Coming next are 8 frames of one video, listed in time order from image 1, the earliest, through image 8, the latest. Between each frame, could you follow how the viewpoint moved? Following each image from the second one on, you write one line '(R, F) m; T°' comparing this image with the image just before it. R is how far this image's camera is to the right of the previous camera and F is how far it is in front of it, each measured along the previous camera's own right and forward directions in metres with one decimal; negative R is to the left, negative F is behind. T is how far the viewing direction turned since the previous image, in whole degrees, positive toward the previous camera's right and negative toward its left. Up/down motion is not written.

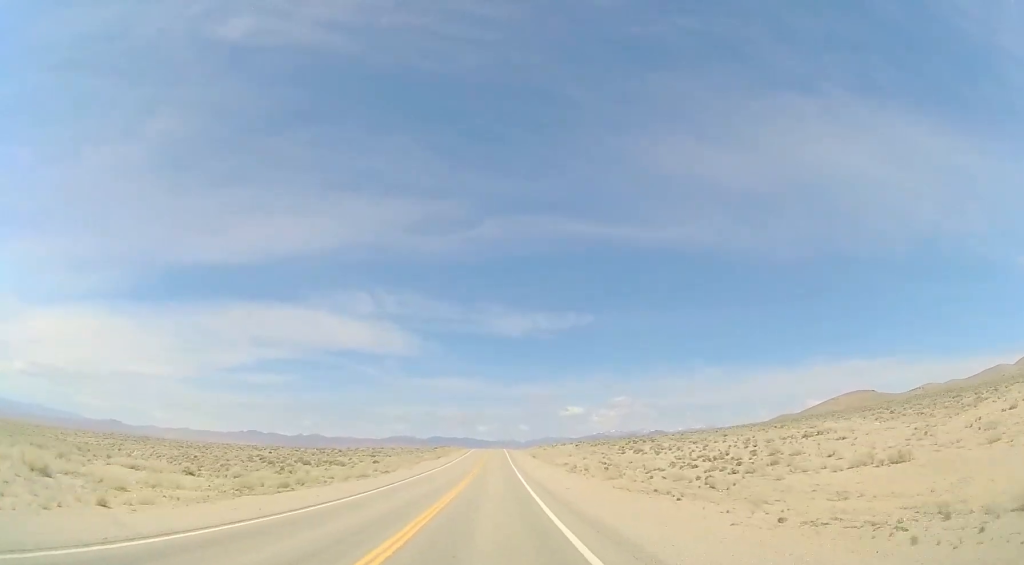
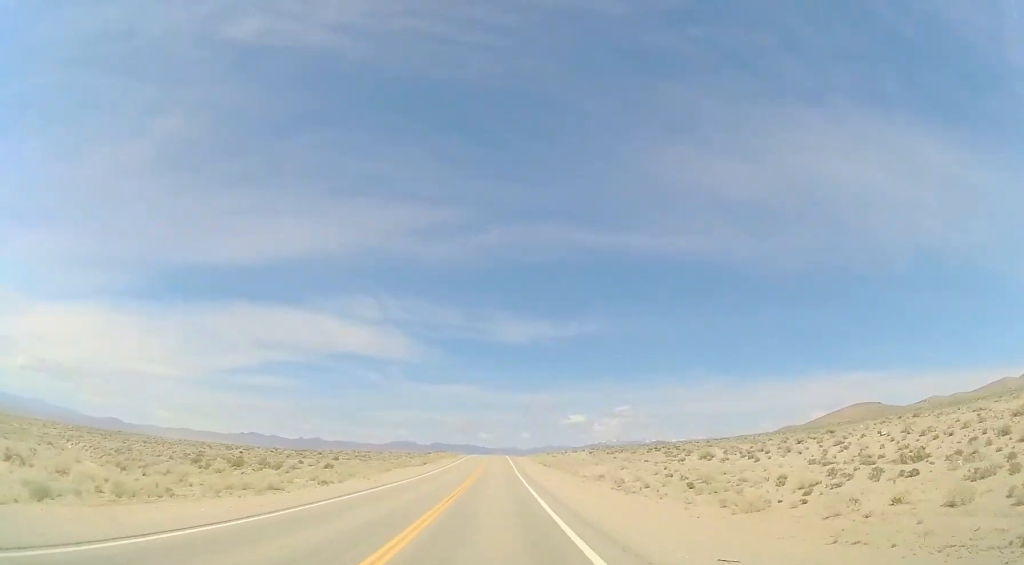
(0.0, +19.7) m; 0°
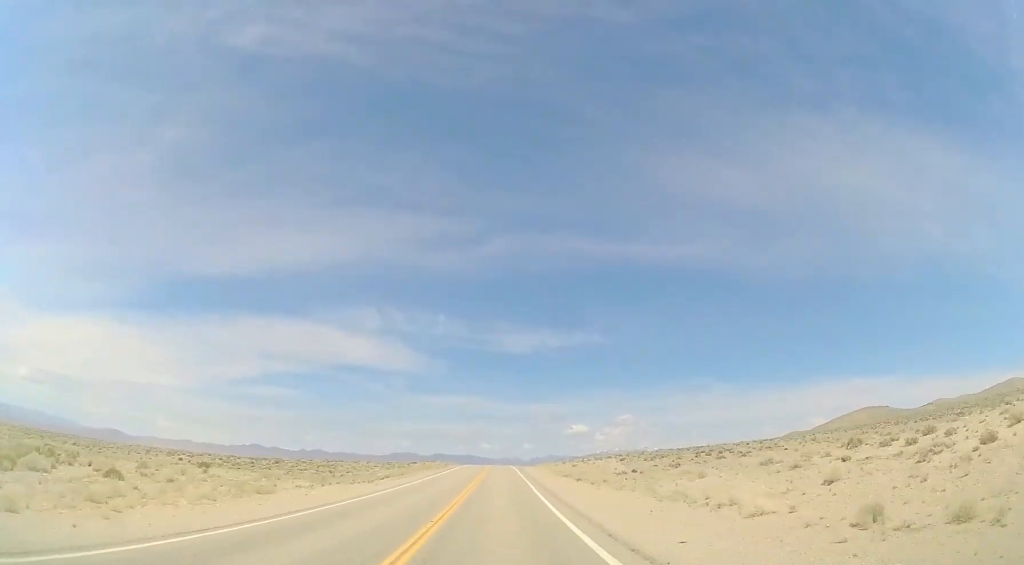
(-0.1, +29.1) m; 0°
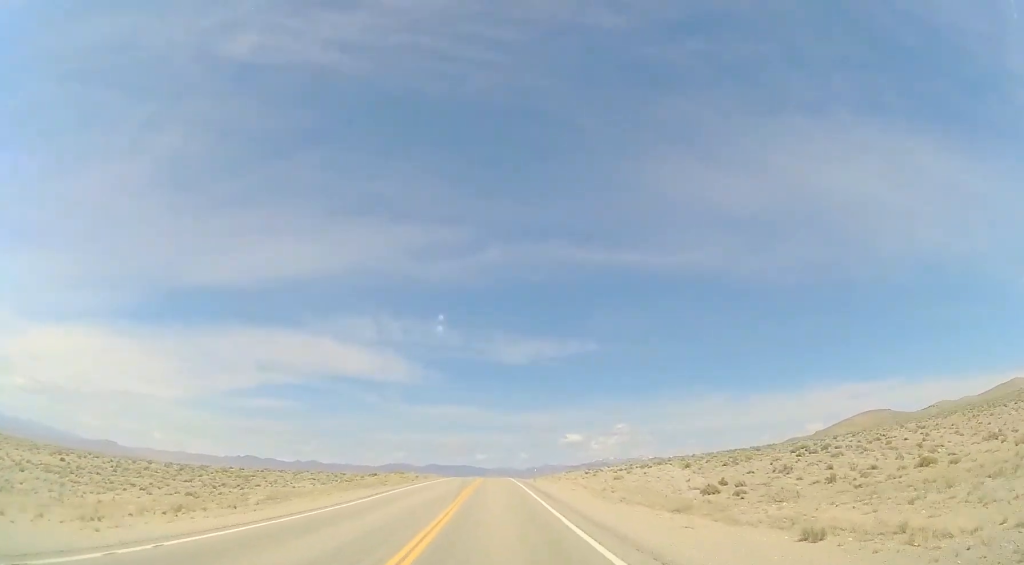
(-0.2, +34.8) m; 0°
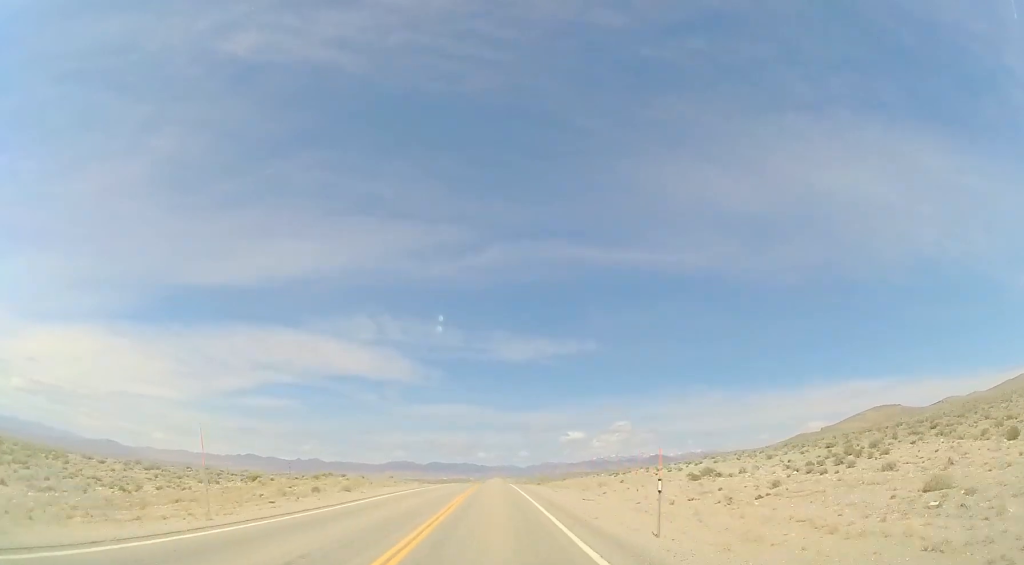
(+1.0, +42.9) m; +2°
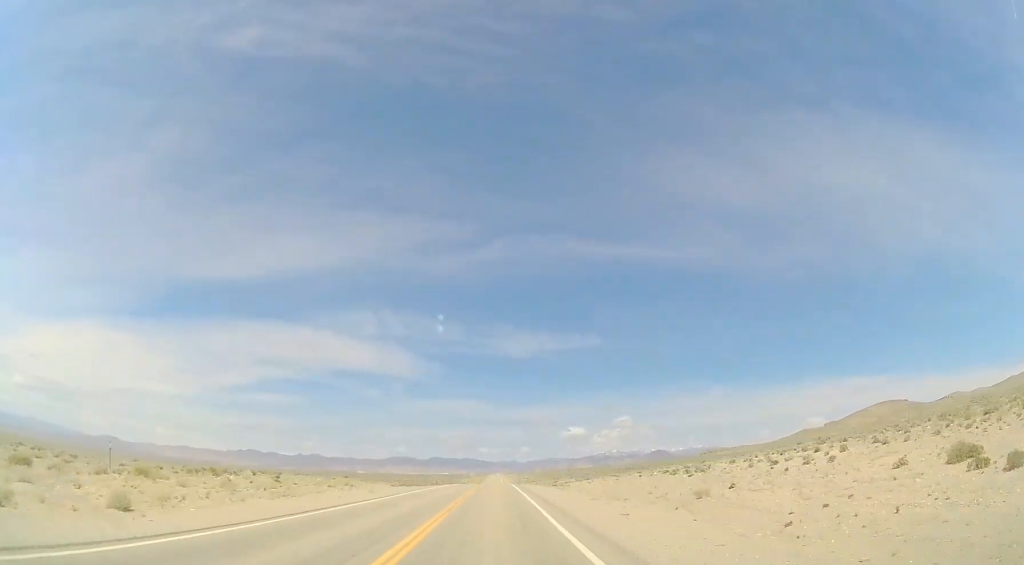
(-0.2, +24.4) m; -1°
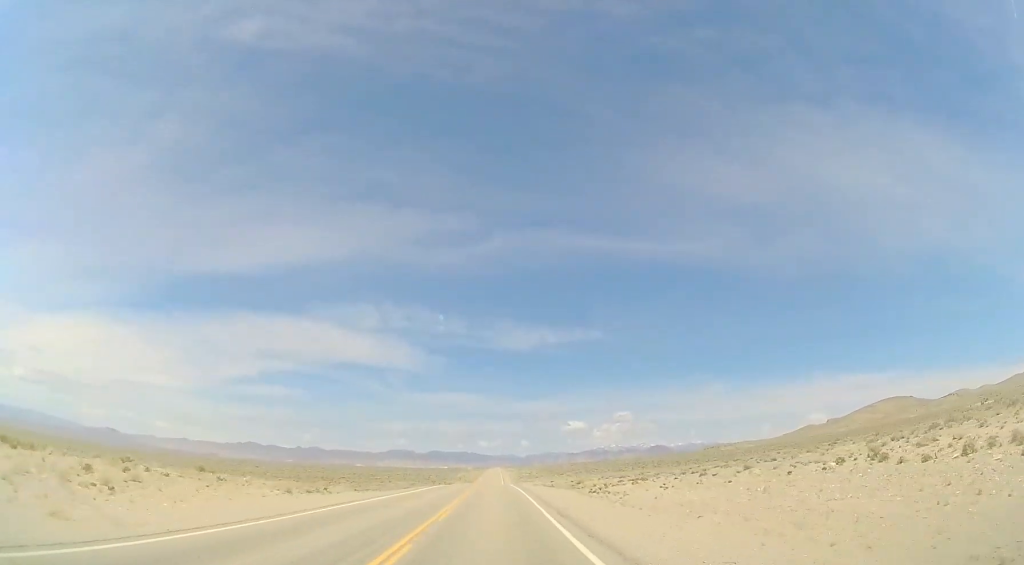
(-0.2, +27.5) m; -1°
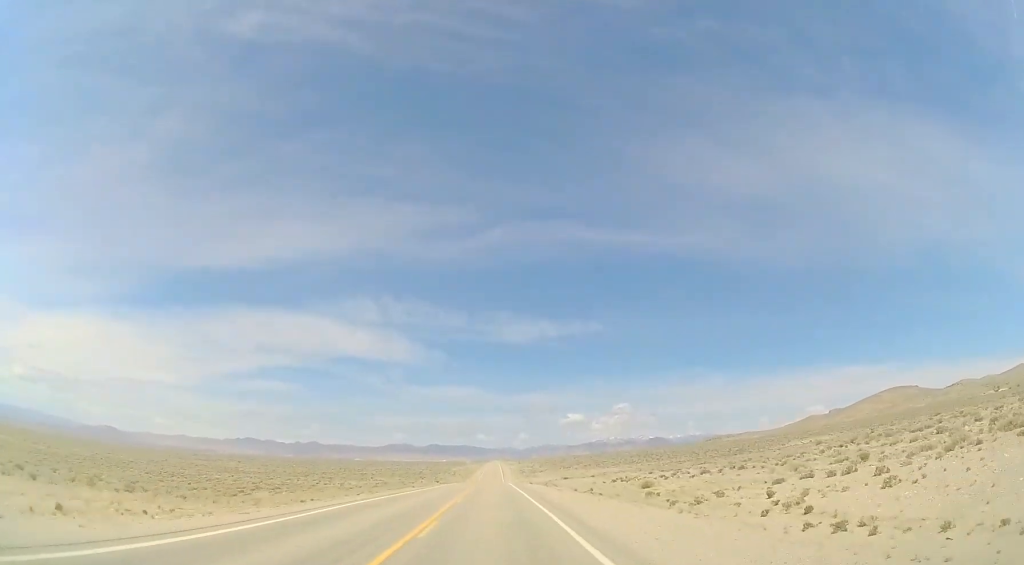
(0.0, +28.8) m; 0°
